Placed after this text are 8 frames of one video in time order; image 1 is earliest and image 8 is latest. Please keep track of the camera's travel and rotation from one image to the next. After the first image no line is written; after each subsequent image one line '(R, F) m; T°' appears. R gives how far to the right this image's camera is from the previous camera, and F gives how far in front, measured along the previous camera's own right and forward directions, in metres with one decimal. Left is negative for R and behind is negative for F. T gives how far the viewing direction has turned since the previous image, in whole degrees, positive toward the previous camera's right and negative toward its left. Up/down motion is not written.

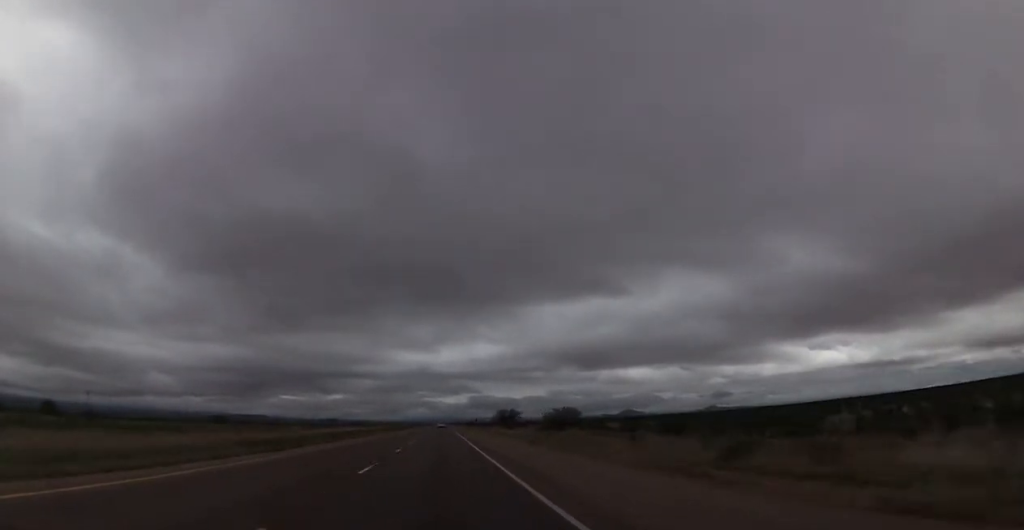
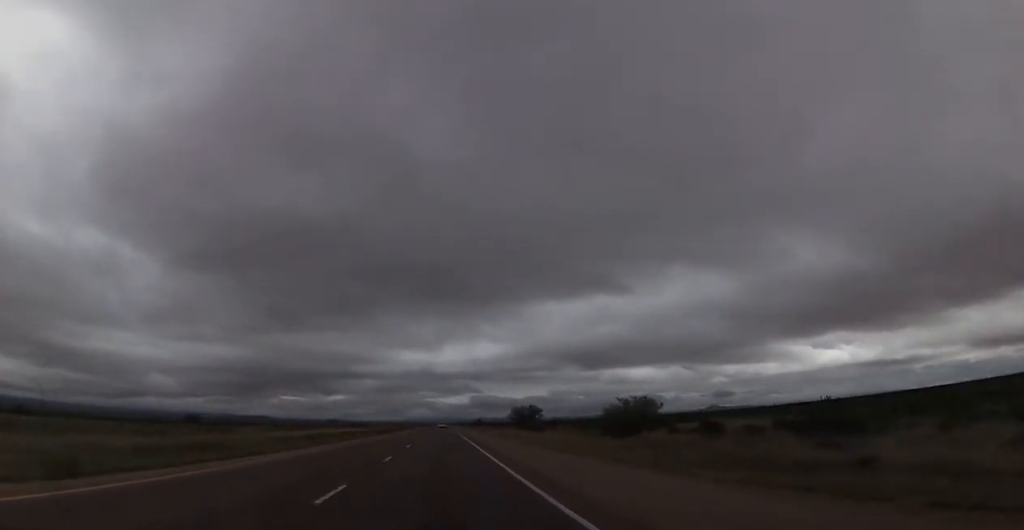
(0.0, +30.6) m; 0°
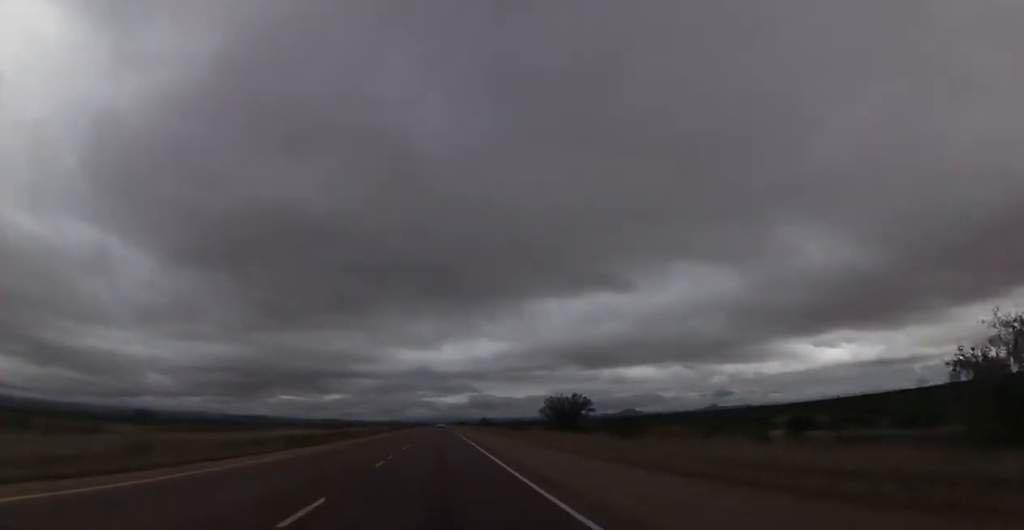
(-0.2, +39.2) m; 0°
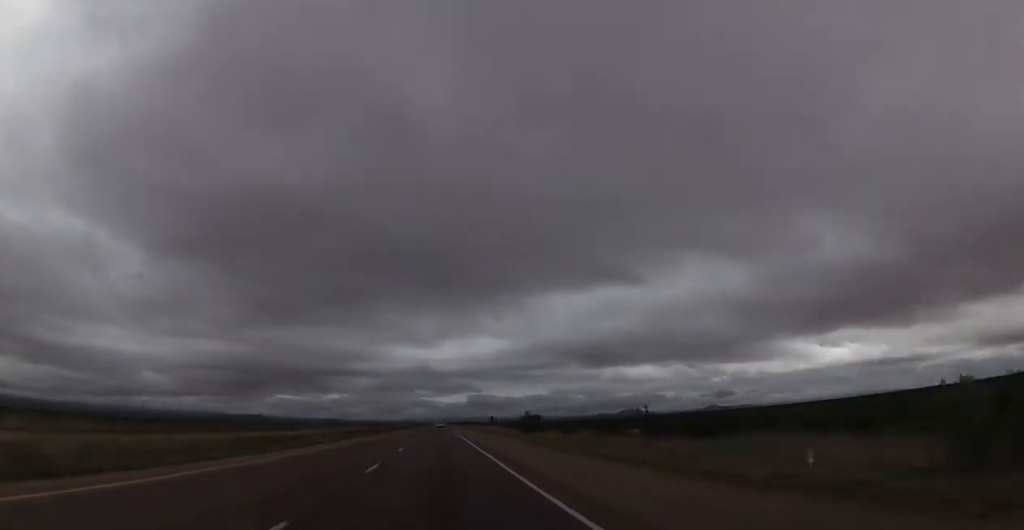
(+0.3, +75.8) m; +1°
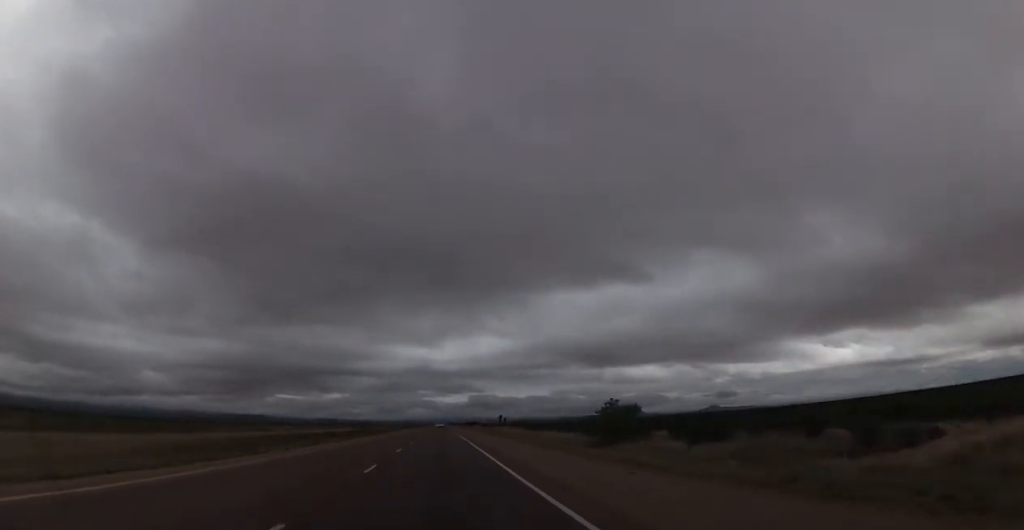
(+0.1, +36.7) m; 0°
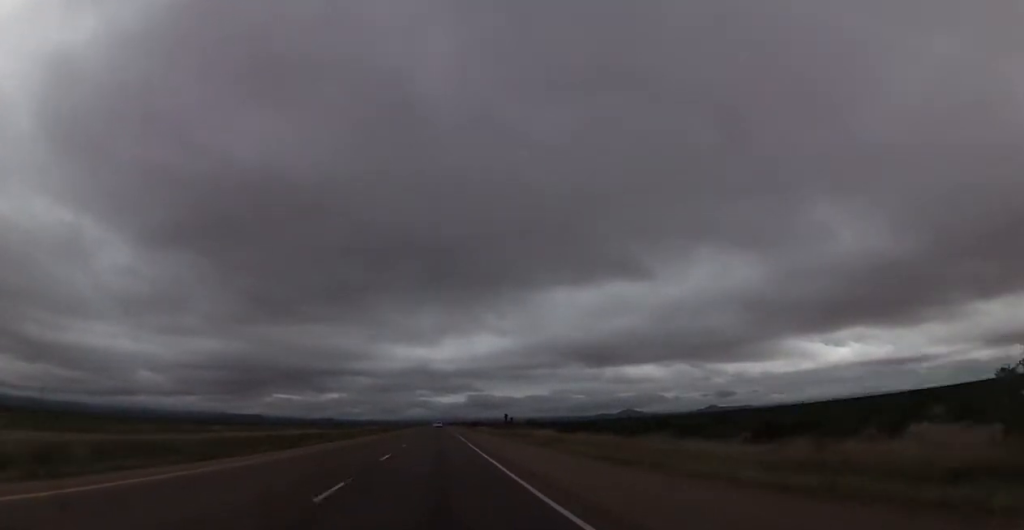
(0.0, +30.6) m; 0°
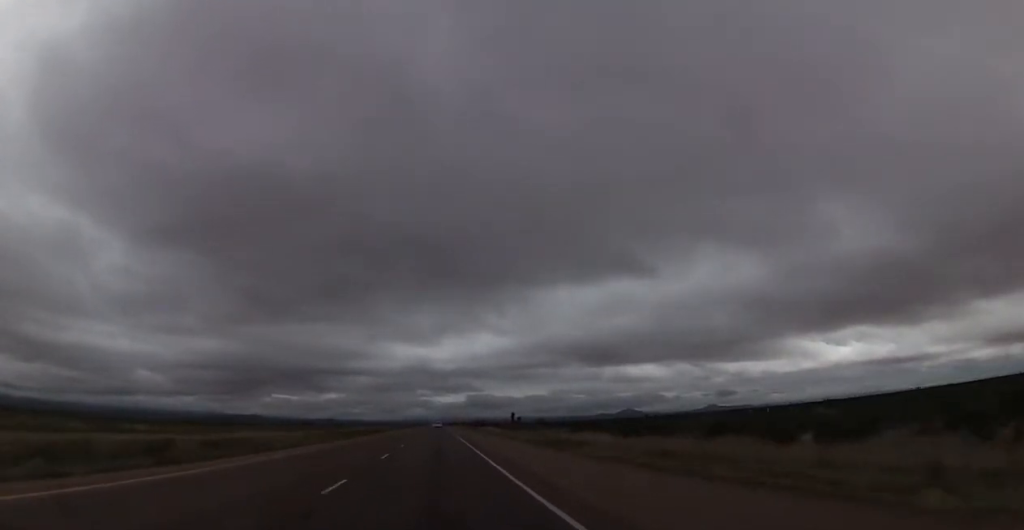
(0.0, +23.2) m; 0°
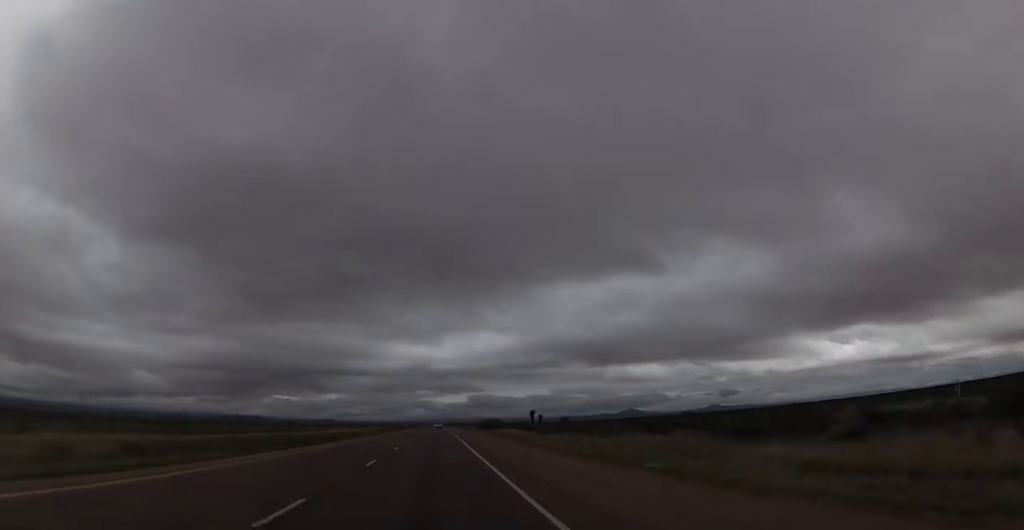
(0.0, +40.4) m; 0°
